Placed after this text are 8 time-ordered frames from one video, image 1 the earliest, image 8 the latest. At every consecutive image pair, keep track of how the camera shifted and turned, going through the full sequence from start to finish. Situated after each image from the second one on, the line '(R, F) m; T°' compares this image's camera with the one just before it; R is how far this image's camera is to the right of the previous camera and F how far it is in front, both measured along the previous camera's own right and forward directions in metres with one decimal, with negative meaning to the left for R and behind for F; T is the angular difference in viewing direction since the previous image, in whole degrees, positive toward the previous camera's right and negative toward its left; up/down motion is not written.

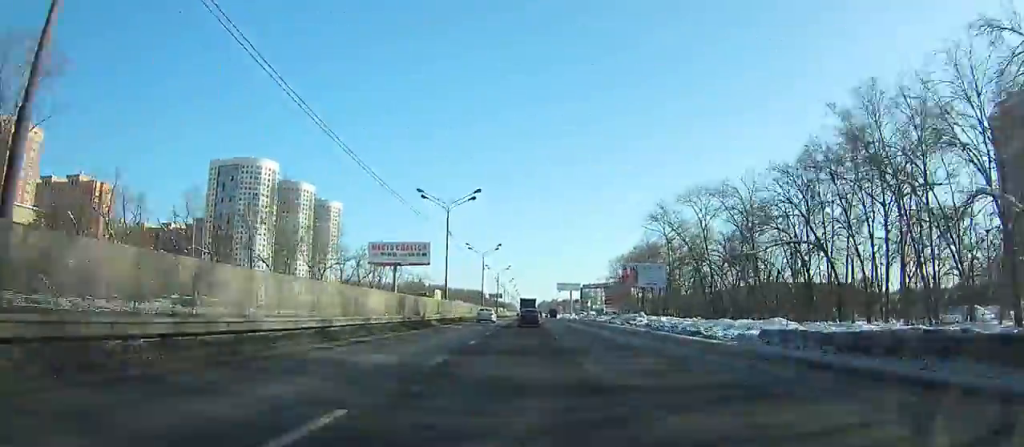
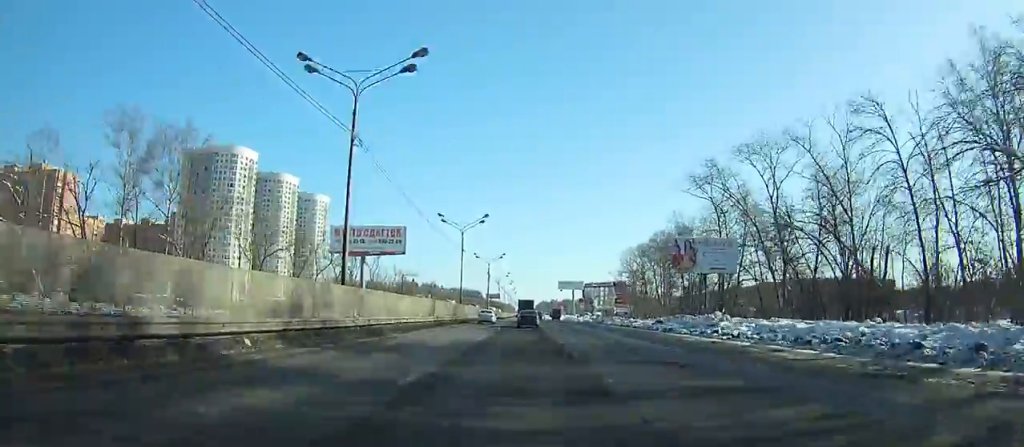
(0.0, +25.4) m; 0°
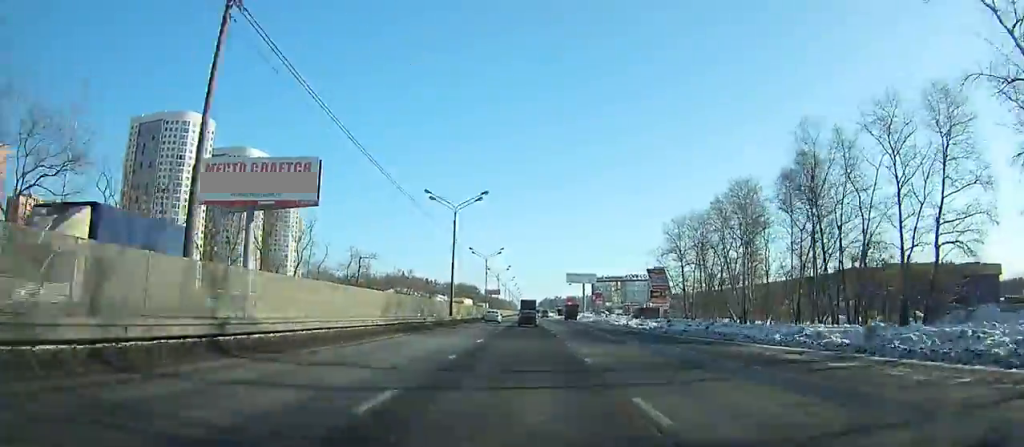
(+0.1, +46.7) m; 0°
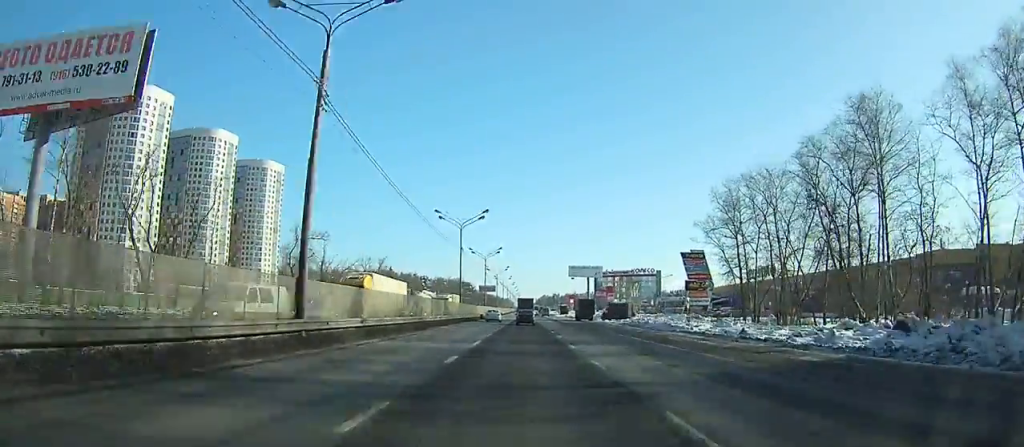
(+0.2, +32.1) m; -1°
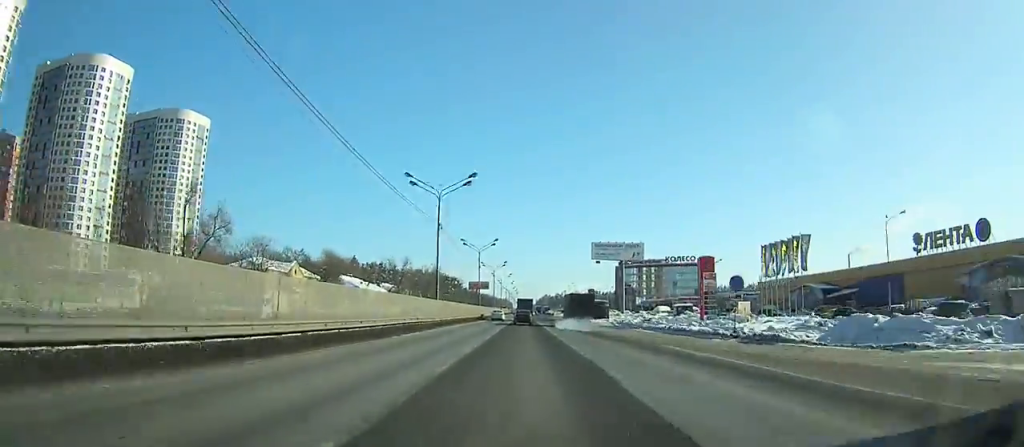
(-1.4, +89.5) m; -1°
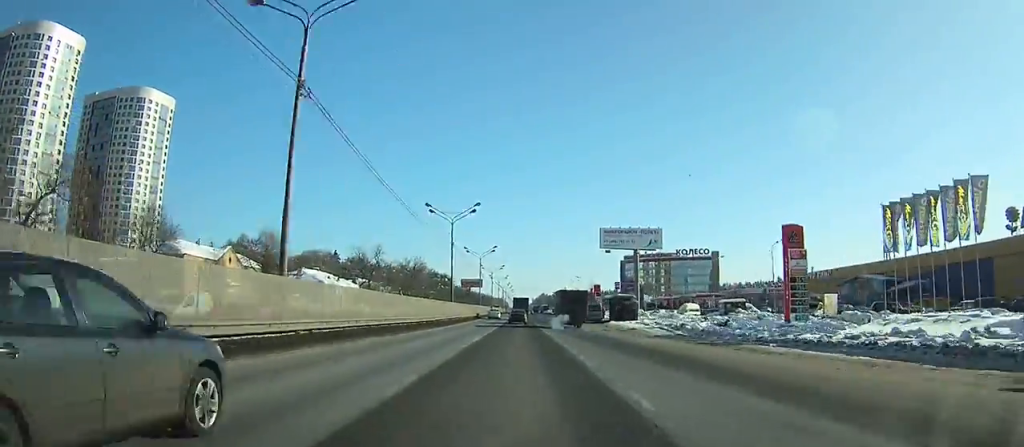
(+0.1, +26.7) m; 0°
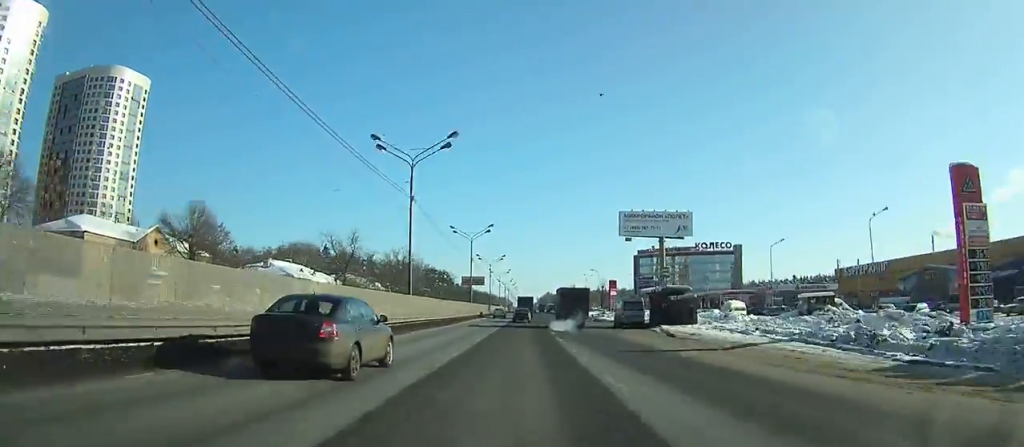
(0.0, +23.7) m; 0°
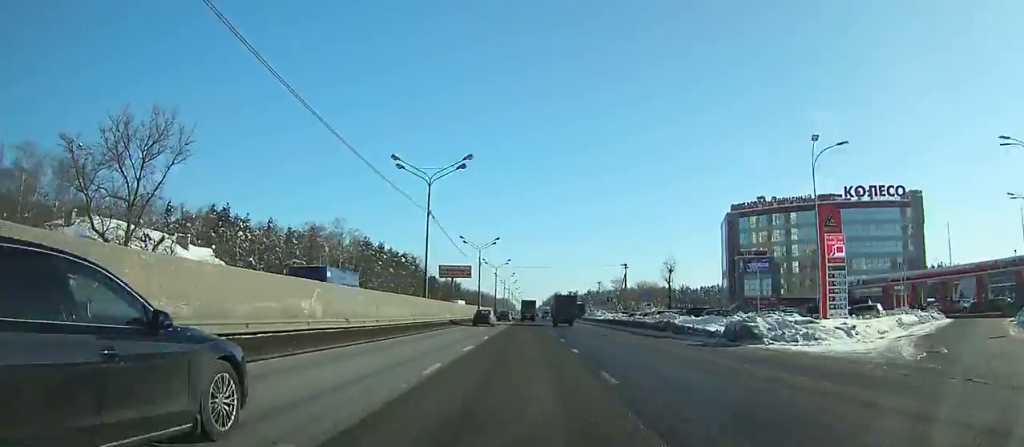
(+3.9, +123.7) m; +3°
